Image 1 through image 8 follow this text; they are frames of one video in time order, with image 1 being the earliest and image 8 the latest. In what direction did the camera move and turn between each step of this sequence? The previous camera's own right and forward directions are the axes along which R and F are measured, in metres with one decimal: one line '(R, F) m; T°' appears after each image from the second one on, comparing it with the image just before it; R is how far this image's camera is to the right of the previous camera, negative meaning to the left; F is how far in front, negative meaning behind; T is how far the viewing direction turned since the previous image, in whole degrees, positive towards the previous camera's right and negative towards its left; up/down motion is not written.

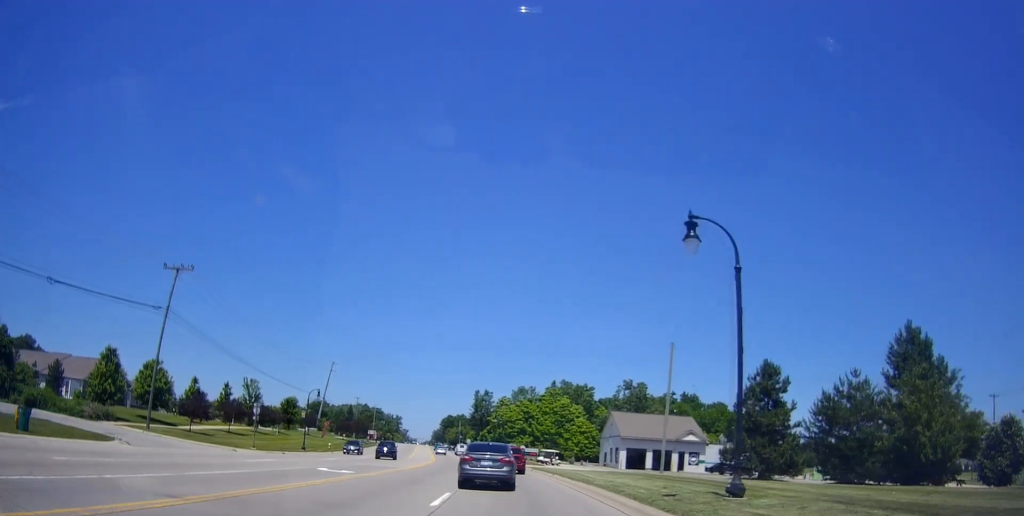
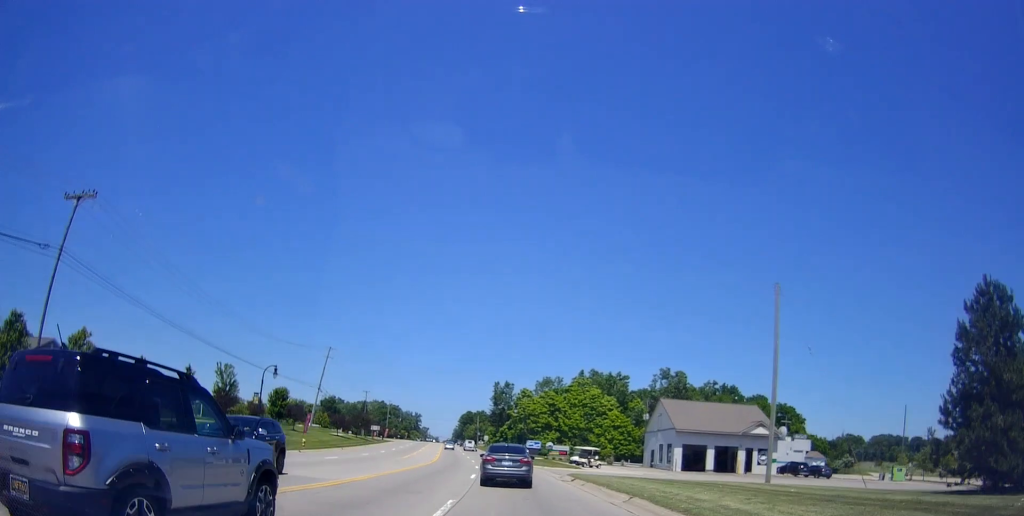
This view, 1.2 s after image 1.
(0.0, +17.4) m; 0°
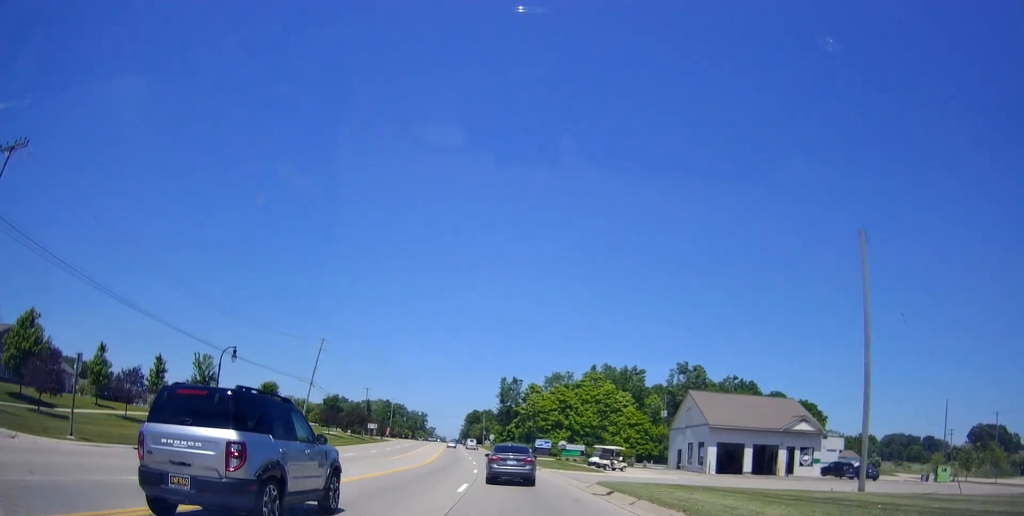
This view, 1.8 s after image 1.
(0.0, +8.8) m; -1°
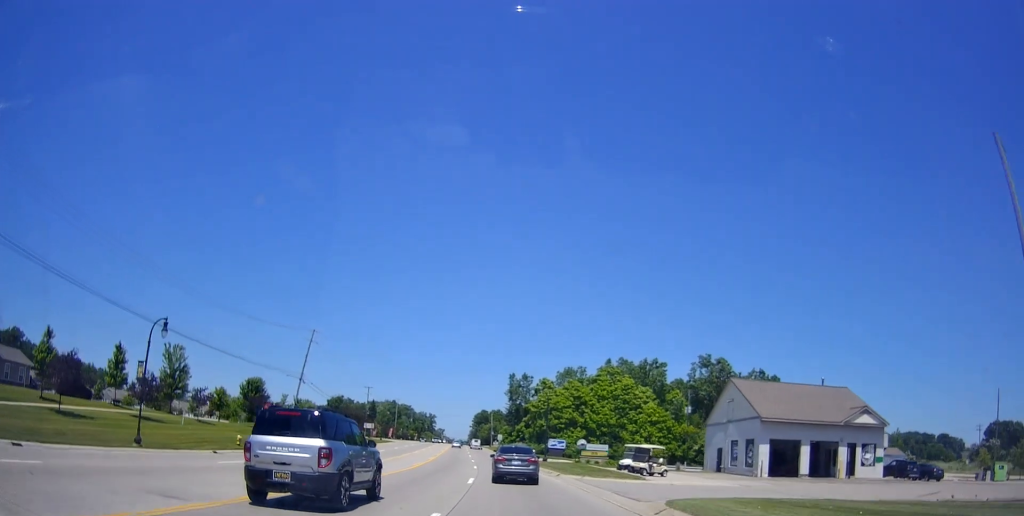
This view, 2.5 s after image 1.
(-0.1, +9.8) m; -2°
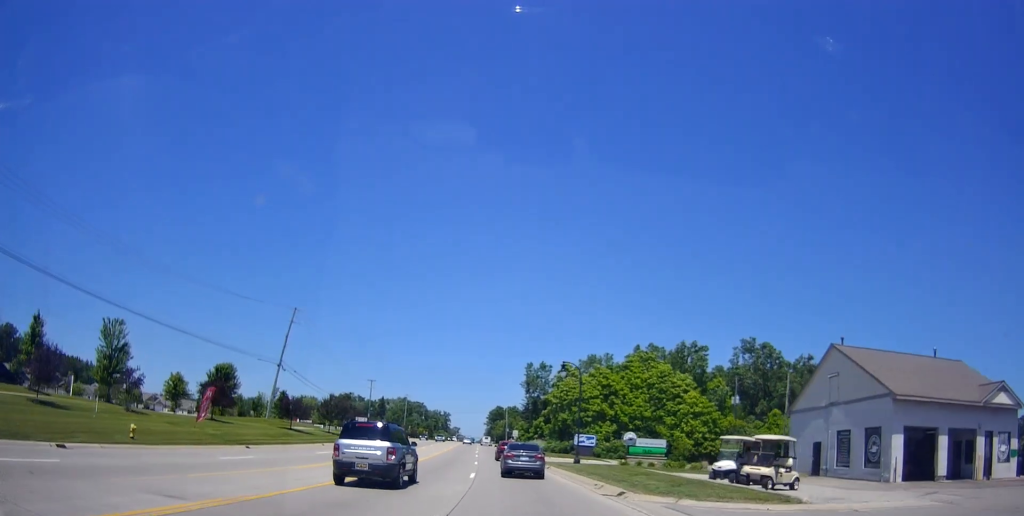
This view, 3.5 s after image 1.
(-0.6, +15.3) m; -4°
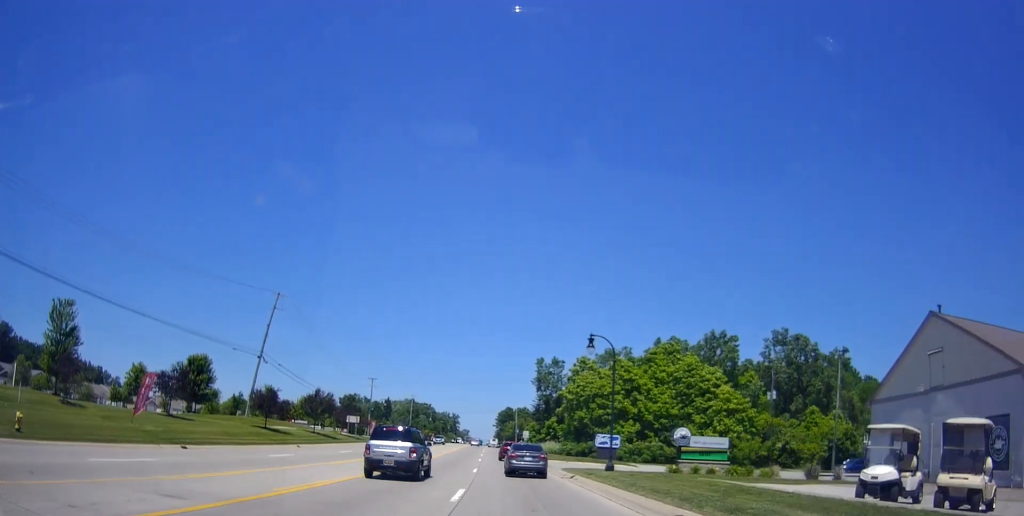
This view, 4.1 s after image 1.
(-0.3, +9.5) m; -2°
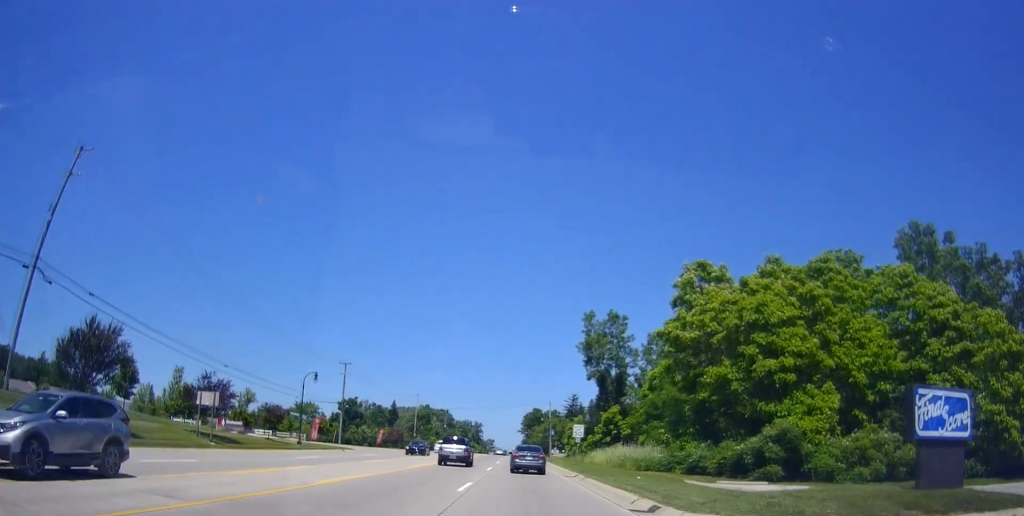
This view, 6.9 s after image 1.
(0.0, +43.5) m; -2°
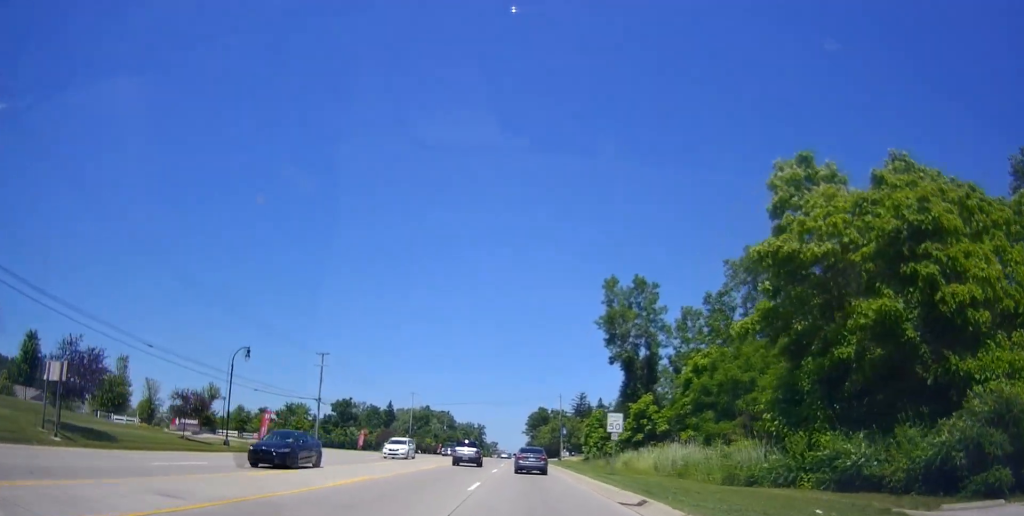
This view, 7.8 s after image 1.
(-0.6, +14.8) m; -1°
